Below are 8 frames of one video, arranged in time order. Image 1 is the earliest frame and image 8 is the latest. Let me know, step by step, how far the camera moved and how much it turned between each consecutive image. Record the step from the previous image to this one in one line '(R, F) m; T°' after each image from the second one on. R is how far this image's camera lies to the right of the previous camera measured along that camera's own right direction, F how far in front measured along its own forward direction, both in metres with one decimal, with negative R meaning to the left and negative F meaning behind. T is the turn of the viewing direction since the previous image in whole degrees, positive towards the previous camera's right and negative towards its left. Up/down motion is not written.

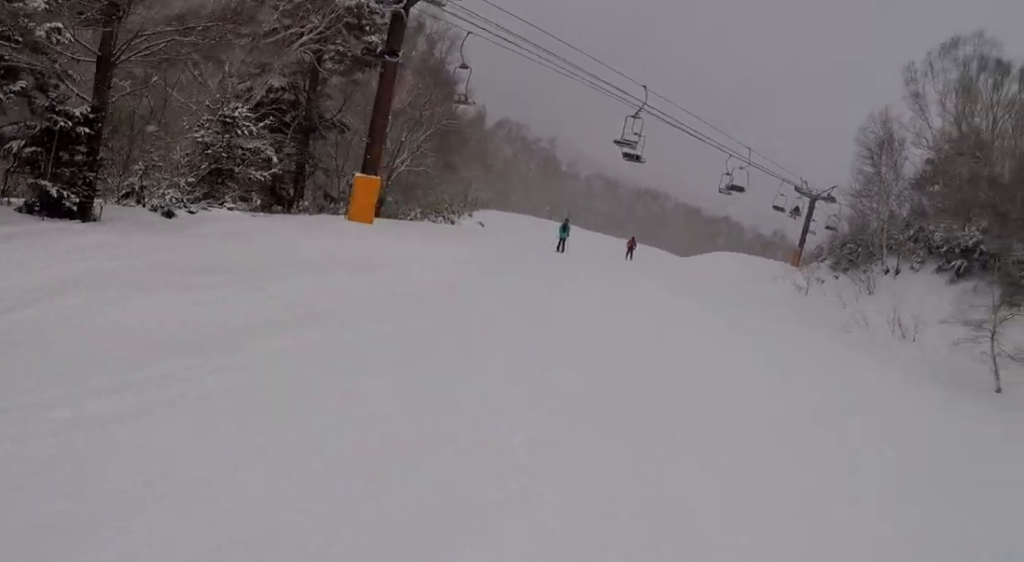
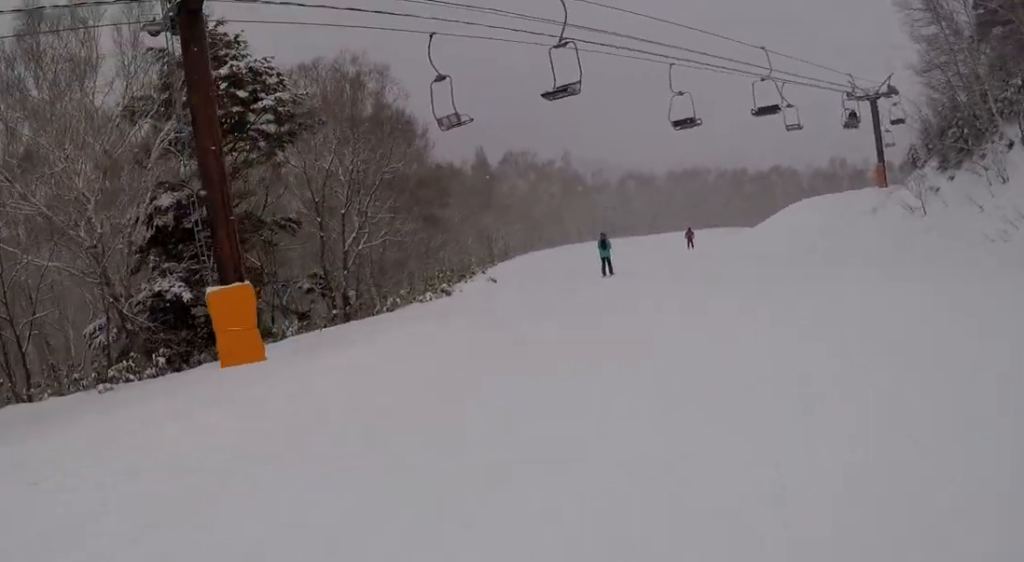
(-0.2, +9.1) m; -9°
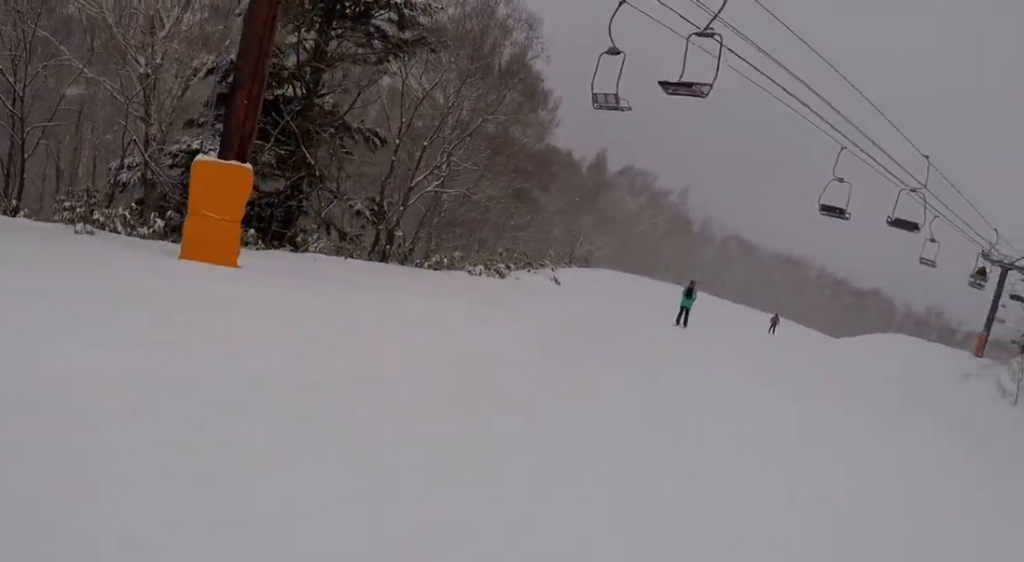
(-0.2, +3.1) m; -2°
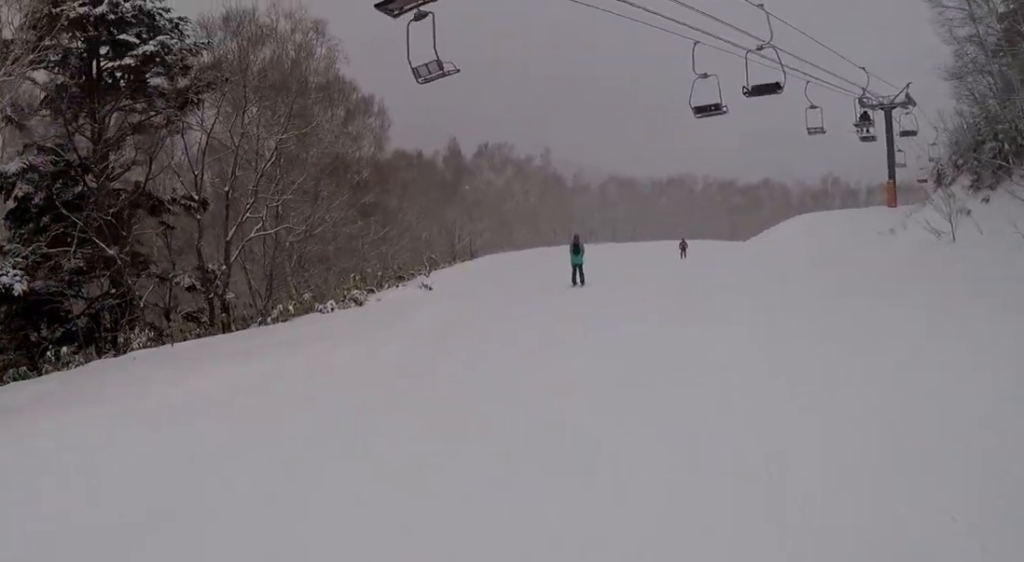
(-0.2, +3.2) m; +1°
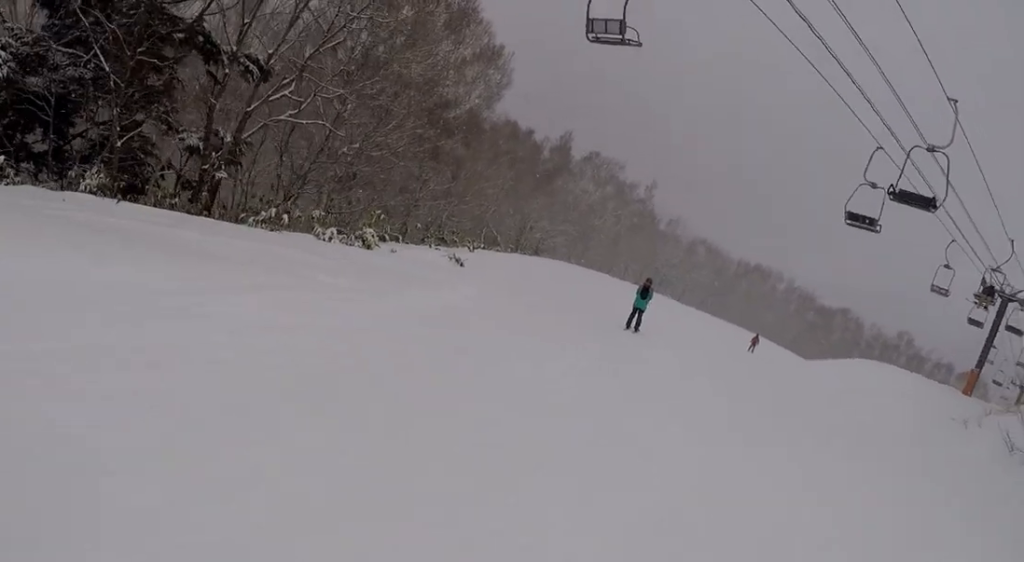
(+0.4, +3.7) m; +7°
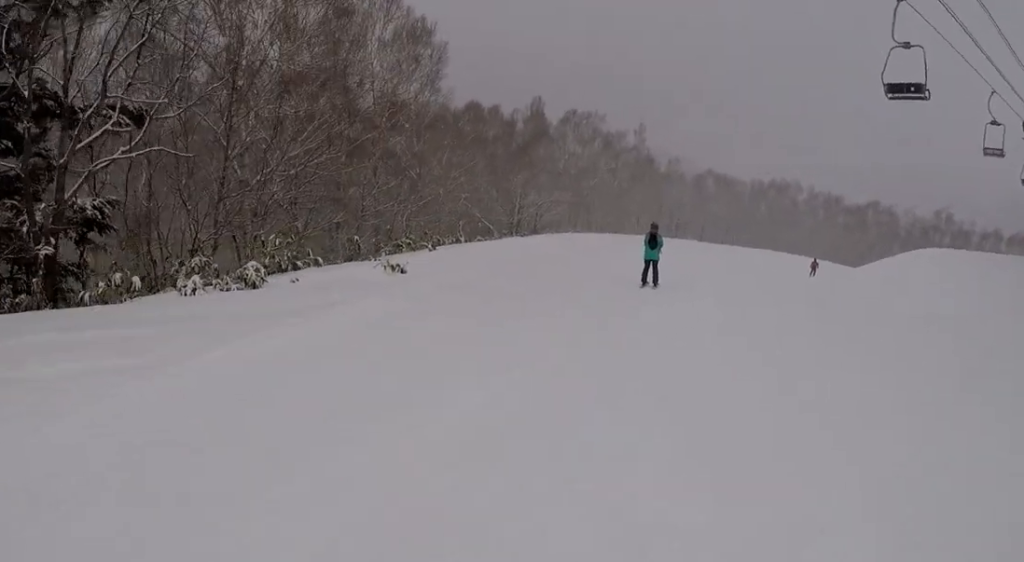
(+0.1, +4.4) m; +2°
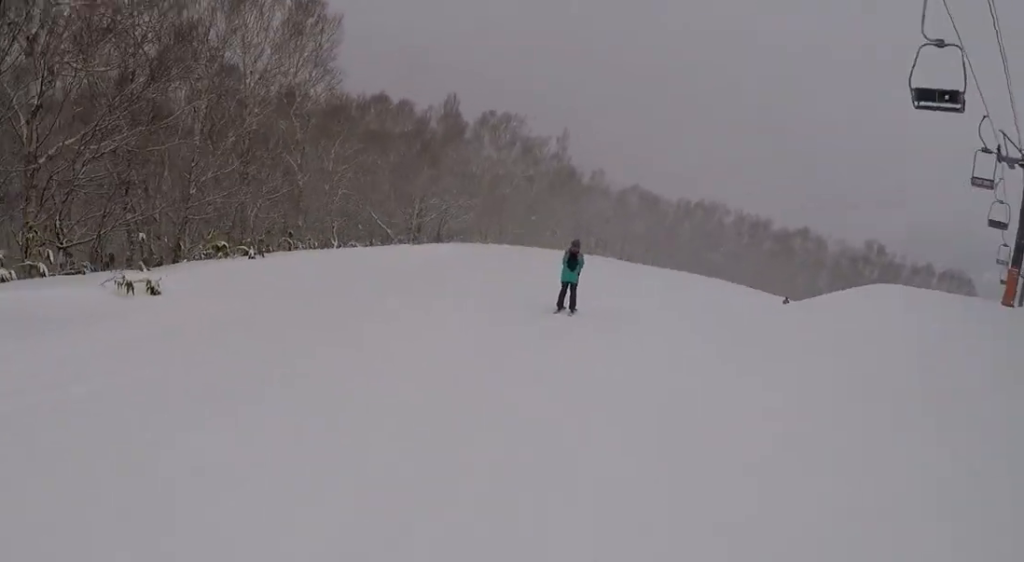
(0.0, +5.8) m; 0°
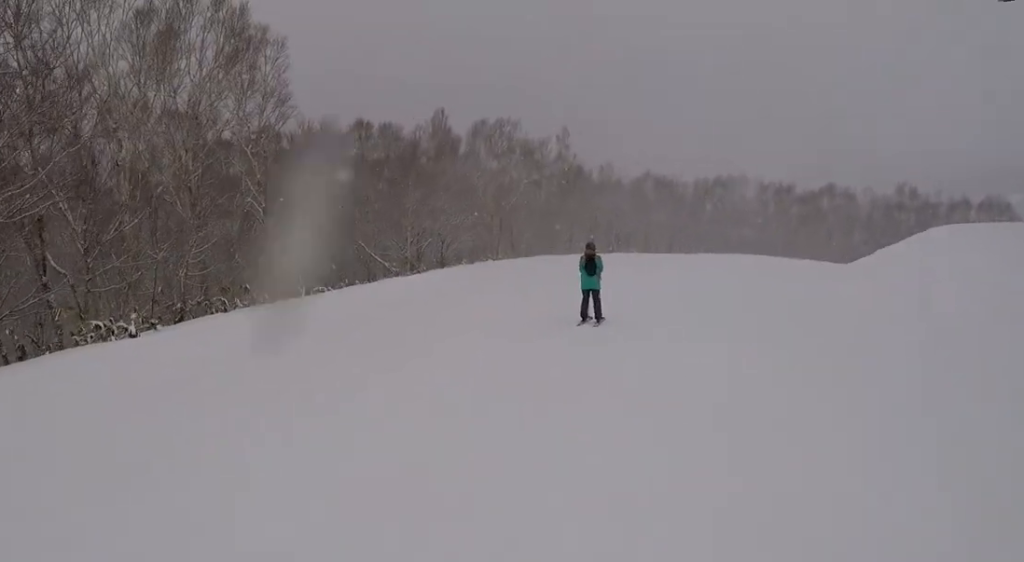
(0.0, +4.5) m; 0°
